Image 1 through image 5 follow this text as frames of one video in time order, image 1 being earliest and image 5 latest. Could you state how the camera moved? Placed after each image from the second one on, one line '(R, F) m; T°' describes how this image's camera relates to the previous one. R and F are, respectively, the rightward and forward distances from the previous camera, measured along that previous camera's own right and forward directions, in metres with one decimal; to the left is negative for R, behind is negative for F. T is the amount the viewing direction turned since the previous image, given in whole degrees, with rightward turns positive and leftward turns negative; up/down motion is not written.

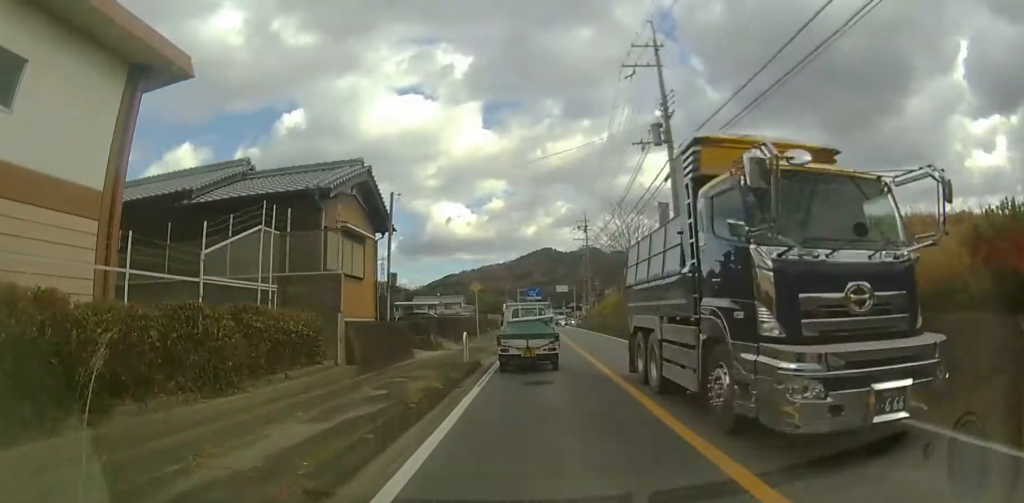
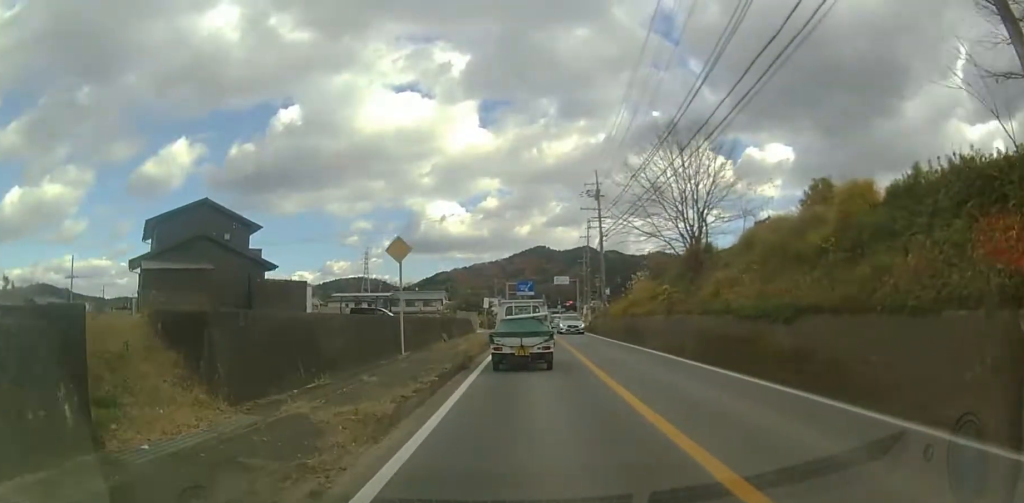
(+0.1, +18.2) m; 0°
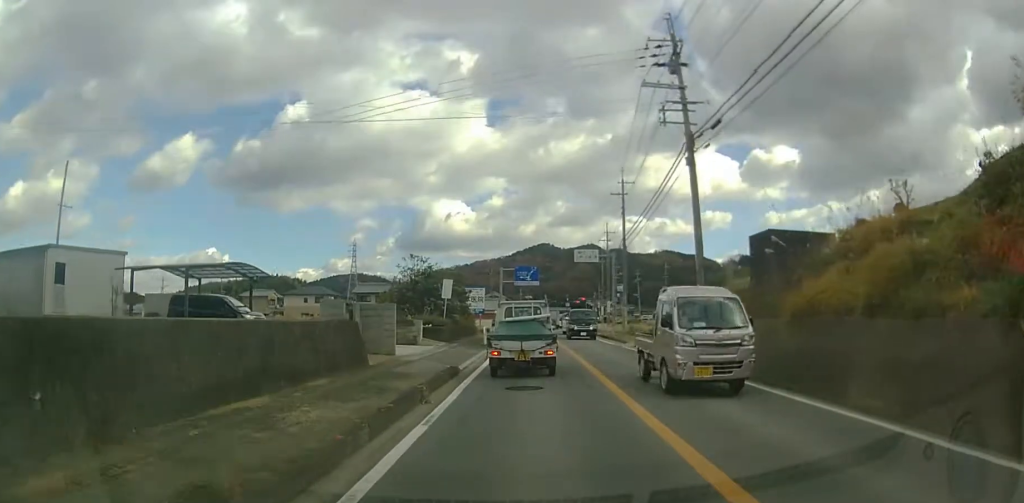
(-0.1, +25.9) m; -2°
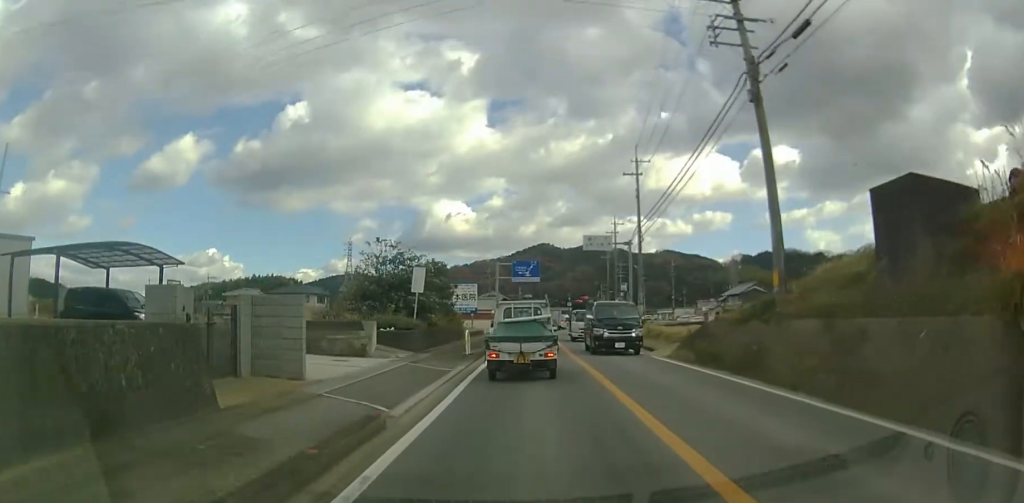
(0.0, +6.9) m; +1°
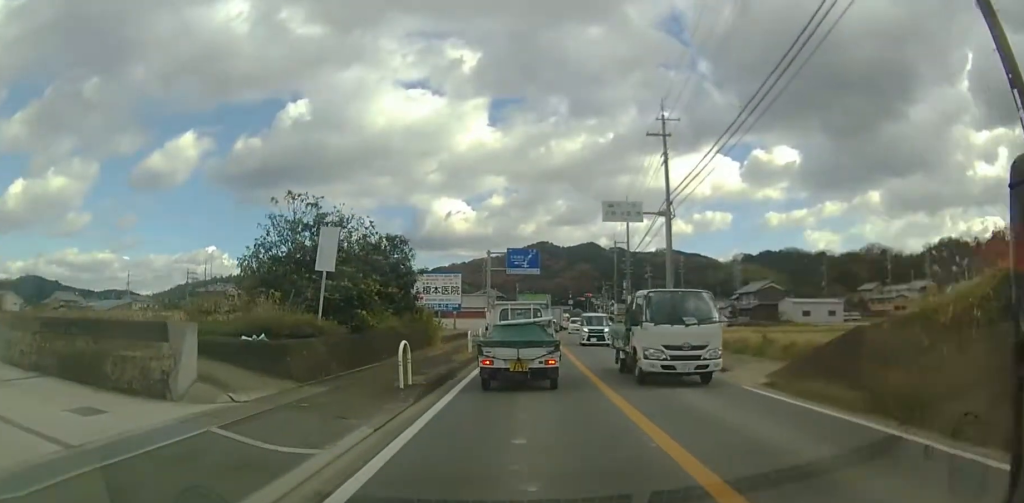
(+0.2, +9.5) m; +2°
